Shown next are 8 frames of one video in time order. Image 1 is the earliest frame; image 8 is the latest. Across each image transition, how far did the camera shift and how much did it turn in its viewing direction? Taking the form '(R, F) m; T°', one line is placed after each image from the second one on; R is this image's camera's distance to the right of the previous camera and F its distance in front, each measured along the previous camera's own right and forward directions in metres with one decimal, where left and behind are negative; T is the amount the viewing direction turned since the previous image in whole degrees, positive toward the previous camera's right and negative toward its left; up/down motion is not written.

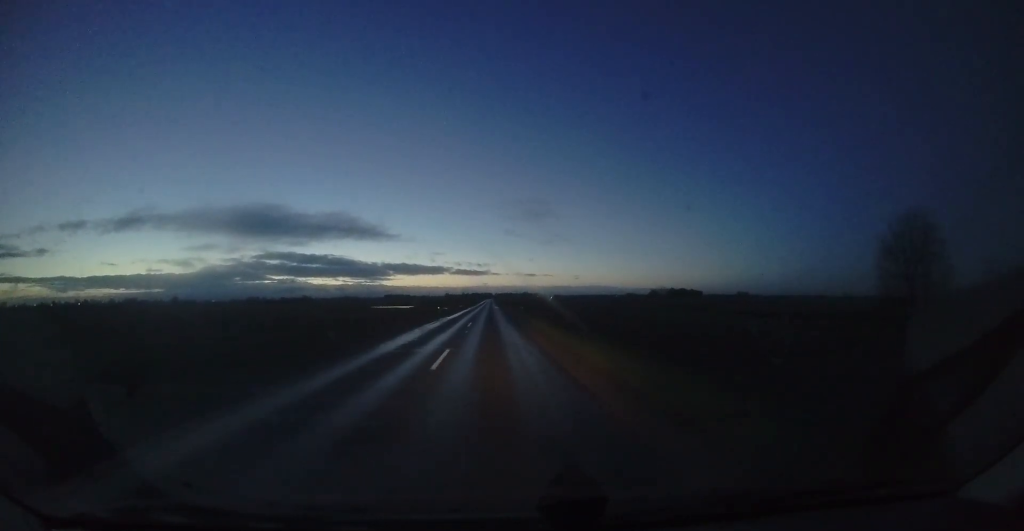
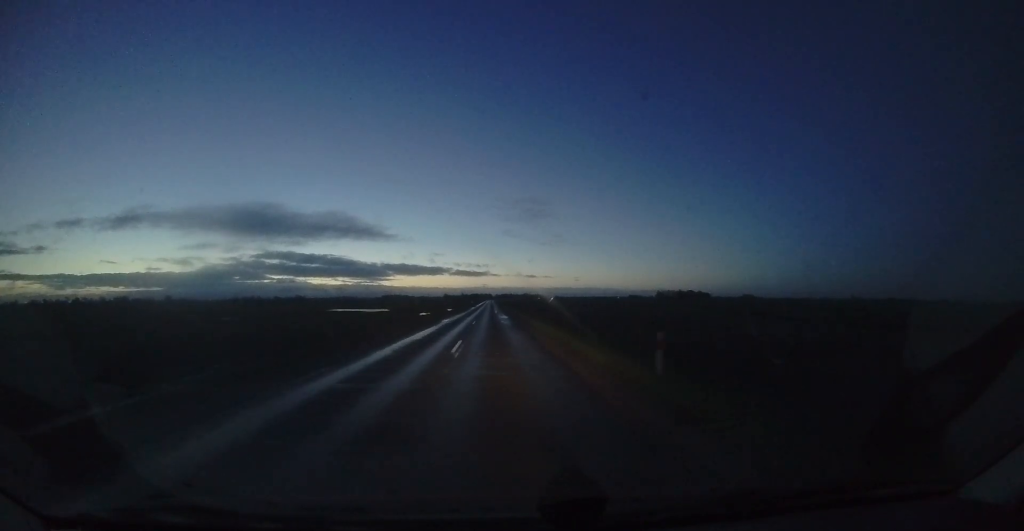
(-0.2, +33.2) m; 0°
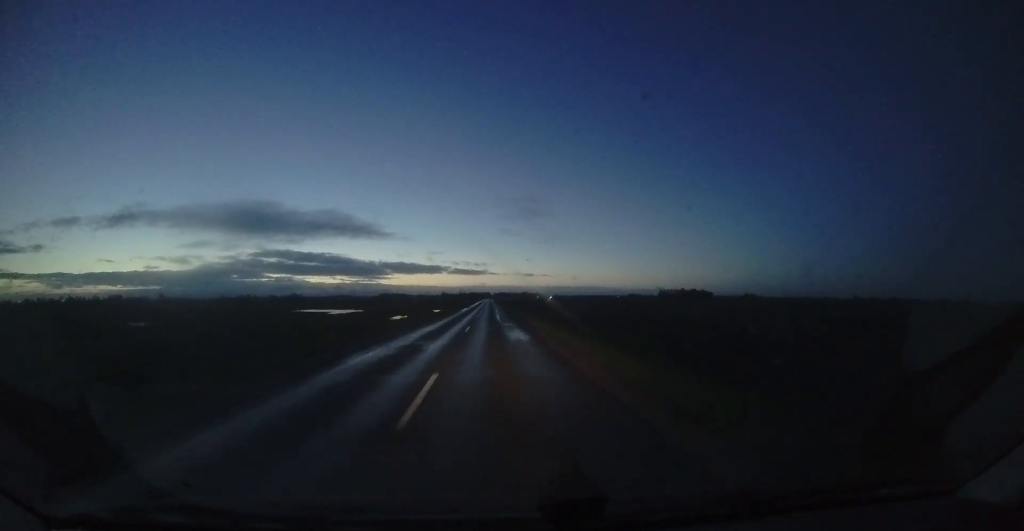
(0.0, +18.3) m; 0°
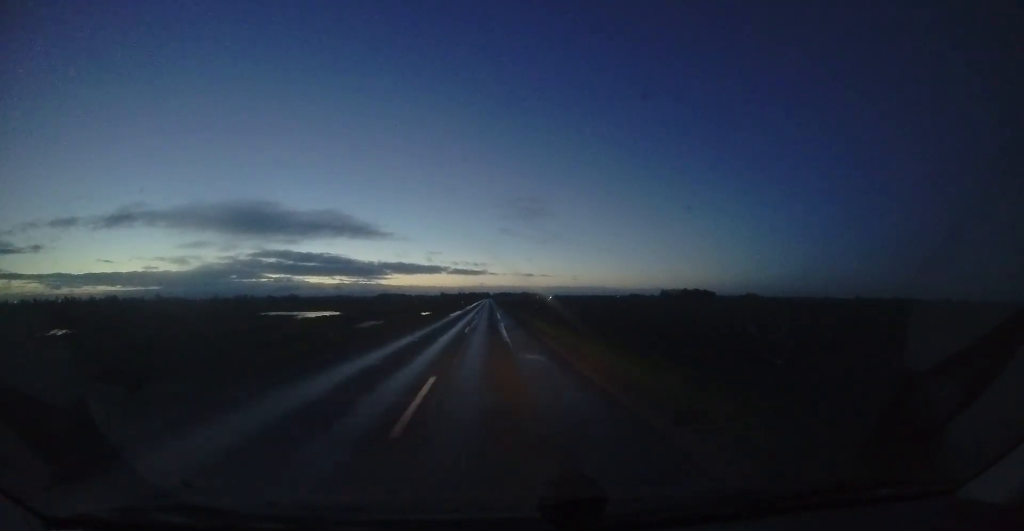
(+0.2, +12.2) m; 0°
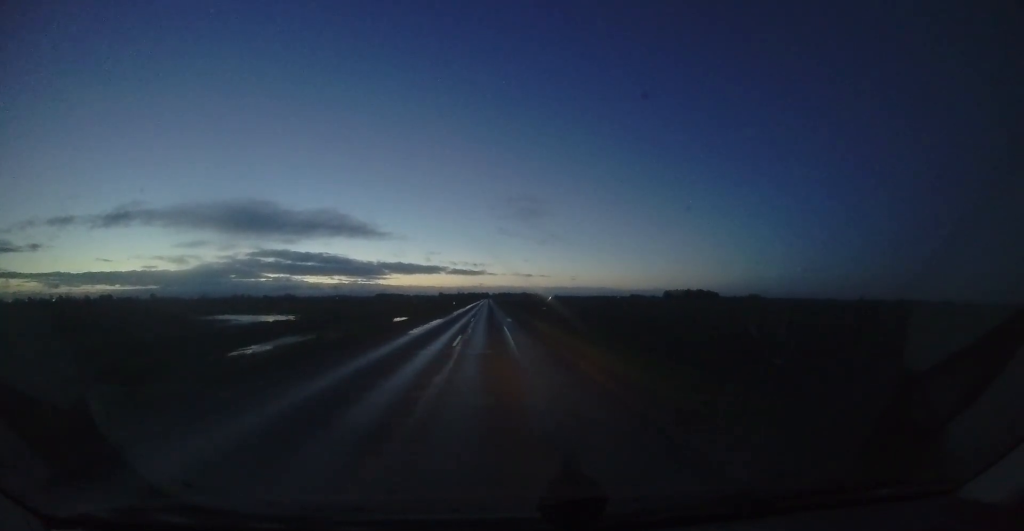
(0.0, +16.6) m; 0°
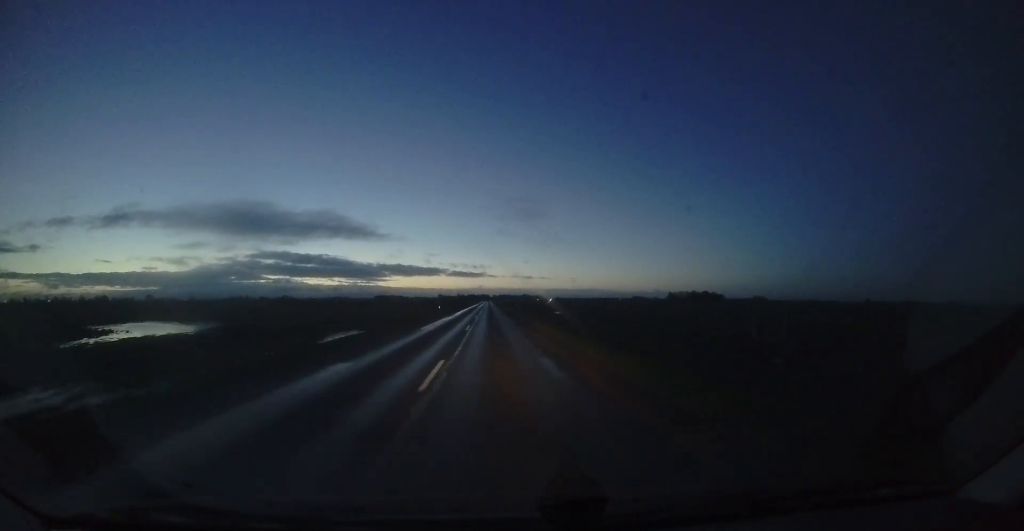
(-0.1, +17.4) m; 0°
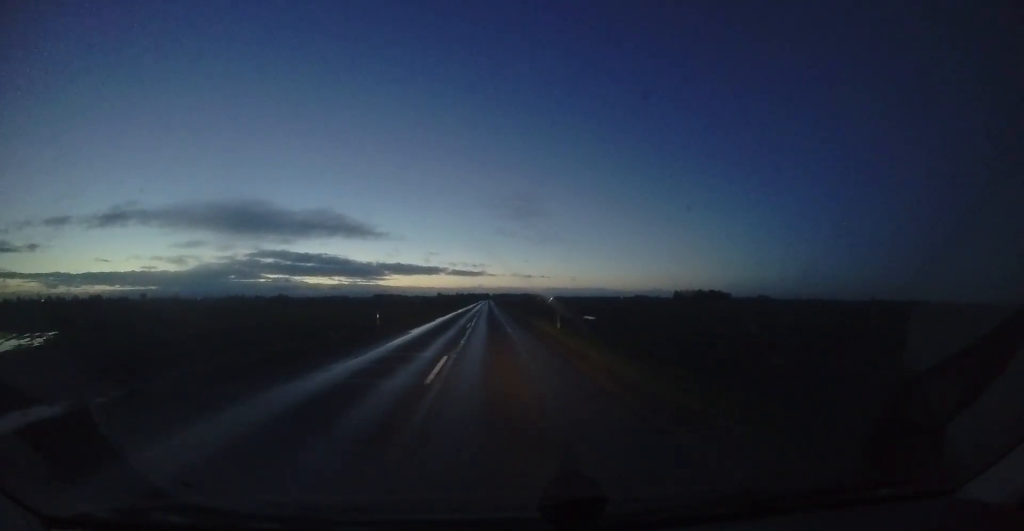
(+0.2, +23.4) m; 0°
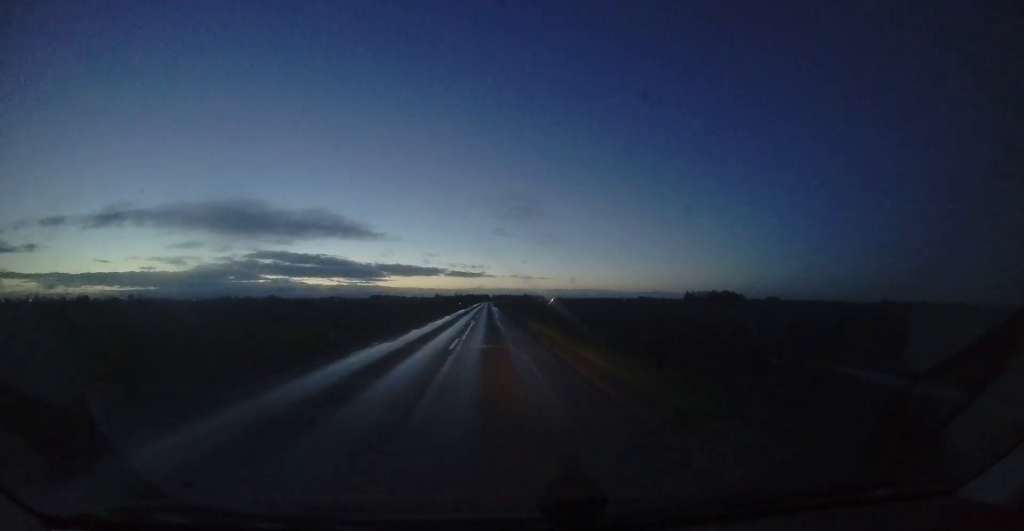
(0.0, +43.6) m; 0°
